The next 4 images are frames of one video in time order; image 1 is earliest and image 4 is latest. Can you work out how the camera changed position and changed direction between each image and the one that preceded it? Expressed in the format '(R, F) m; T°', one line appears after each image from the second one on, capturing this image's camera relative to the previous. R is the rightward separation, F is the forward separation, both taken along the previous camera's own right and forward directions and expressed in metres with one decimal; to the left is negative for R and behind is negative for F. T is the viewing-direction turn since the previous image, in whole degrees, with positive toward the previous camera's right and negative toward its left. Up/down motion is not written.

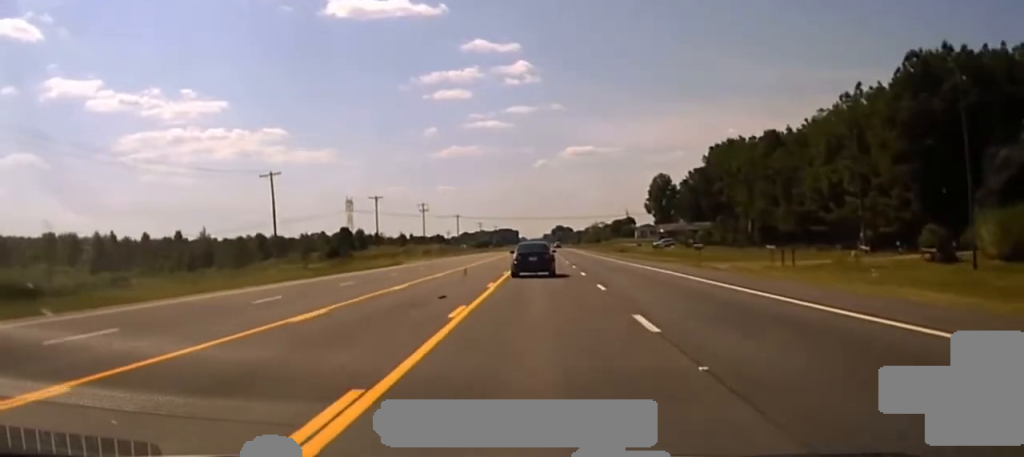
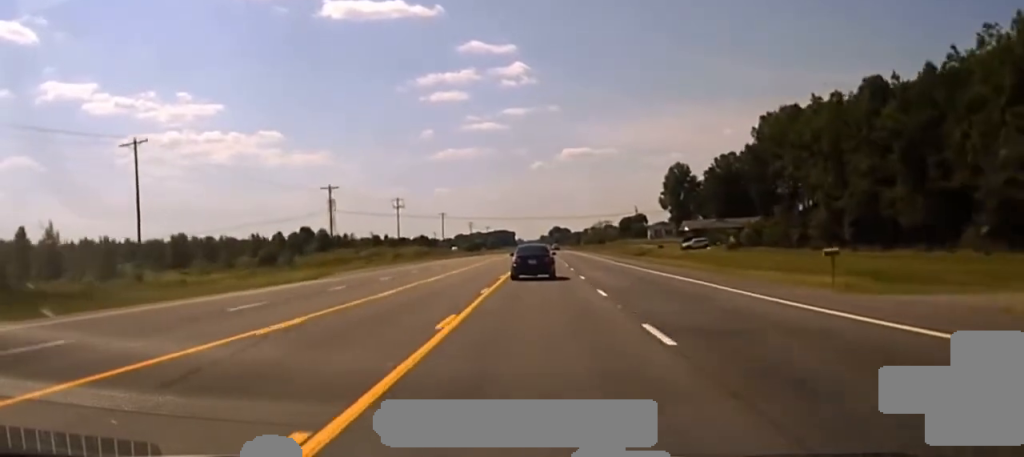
(+0.4, +44.9) m; +1°
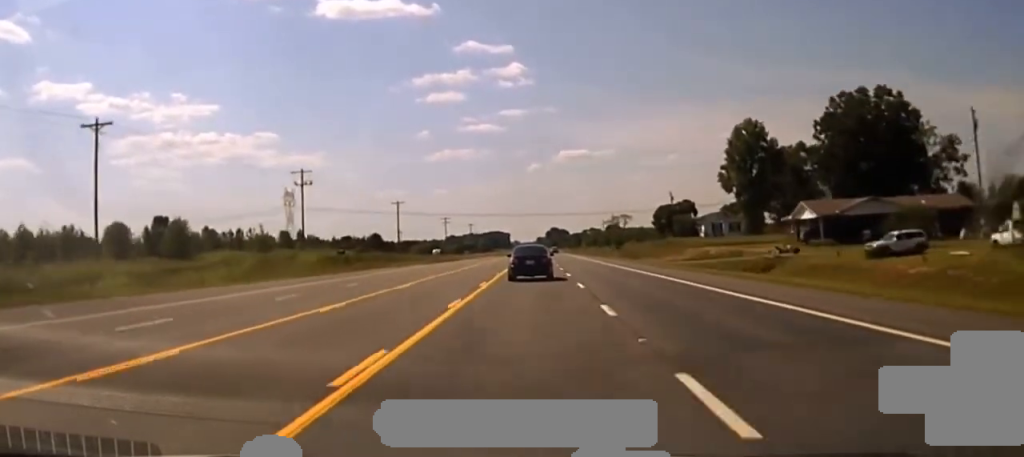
(0.0, +82.2) m; 0°
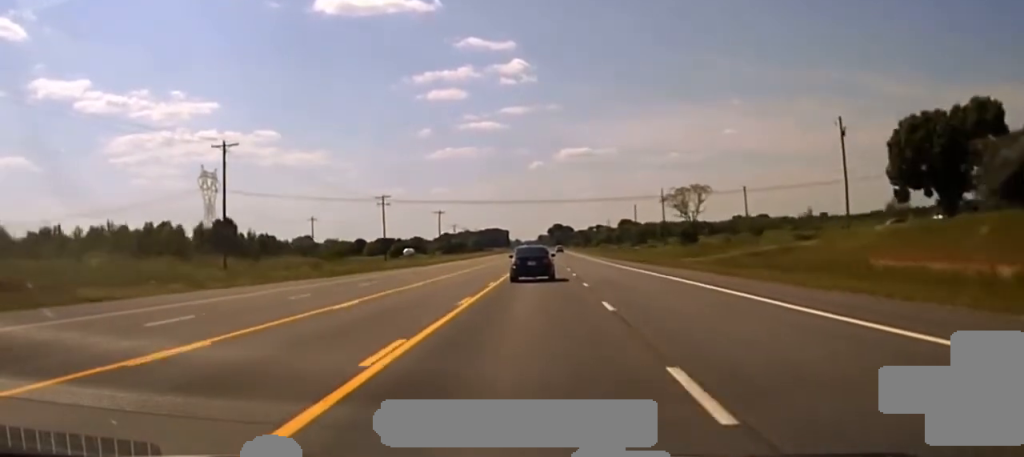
(0.0, +100.6) m; 0°
